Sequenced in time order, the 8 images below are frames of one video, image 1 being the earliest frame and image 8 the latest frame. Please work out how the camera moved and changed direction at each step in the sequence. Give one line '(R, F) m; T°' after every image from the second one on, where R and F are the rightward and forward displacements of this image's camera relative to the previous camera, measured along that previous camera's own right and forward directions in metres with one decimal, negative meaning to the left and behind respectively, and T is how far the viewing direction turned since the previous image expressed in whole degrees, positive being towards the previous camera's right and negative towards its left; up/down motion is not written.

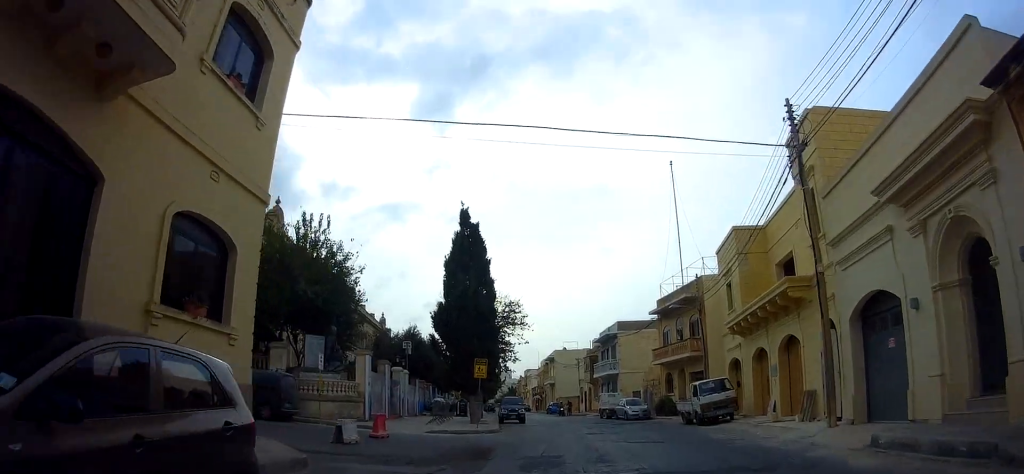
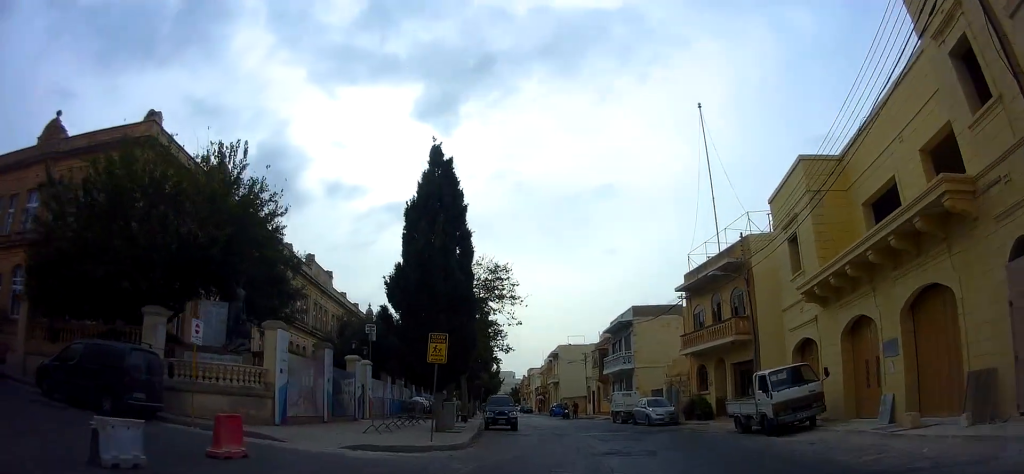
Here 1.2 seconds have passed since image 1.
(+0.2, +8.1) m; -1°
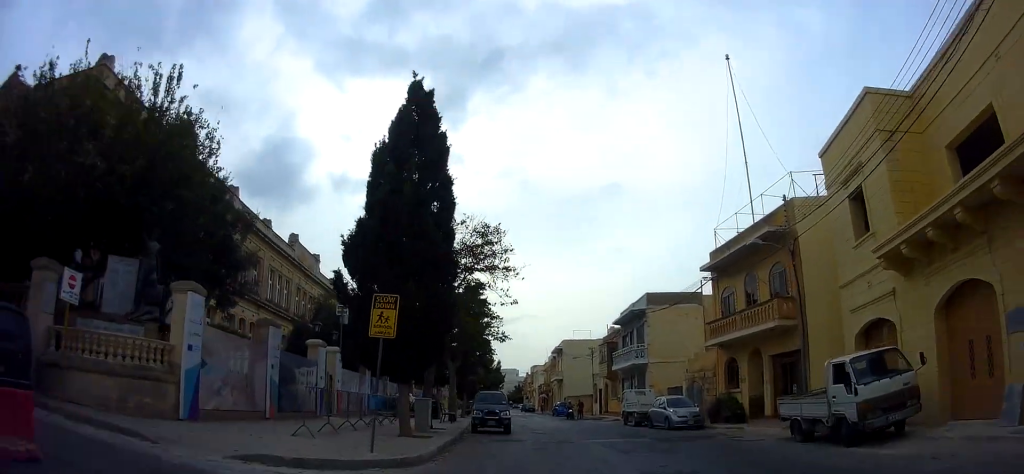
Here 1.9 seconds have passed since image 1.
(-0.3, +4.7) m; 0°
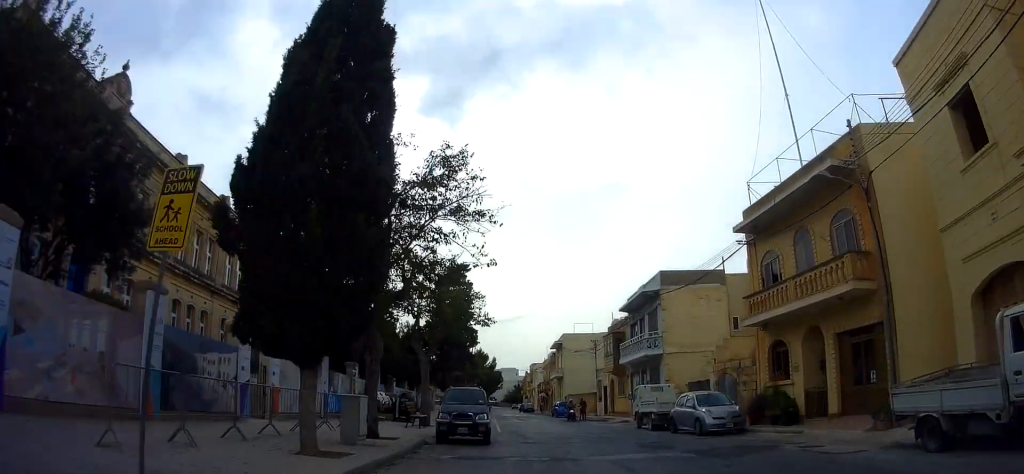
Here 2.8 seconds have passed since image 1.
(-0.1, +5.8) m; +3°
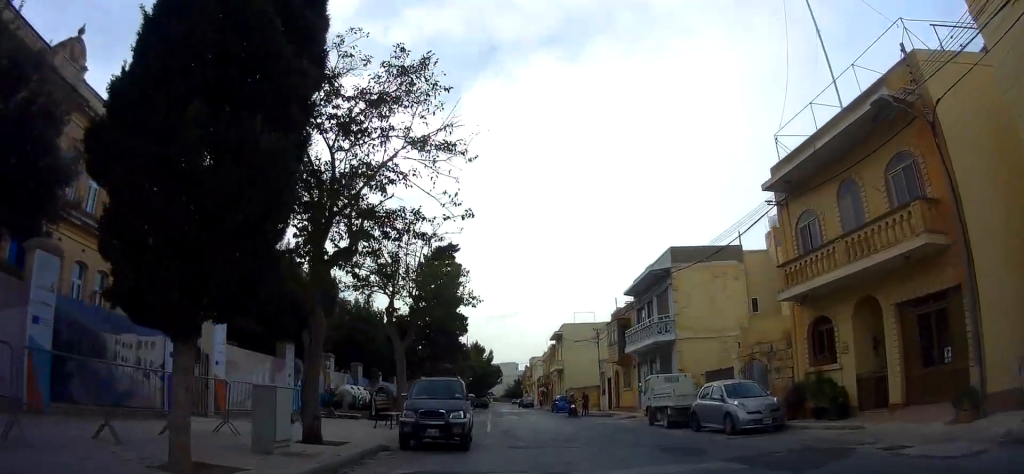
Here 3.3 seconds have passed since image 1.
(+0.3, +3.6) m; +3°
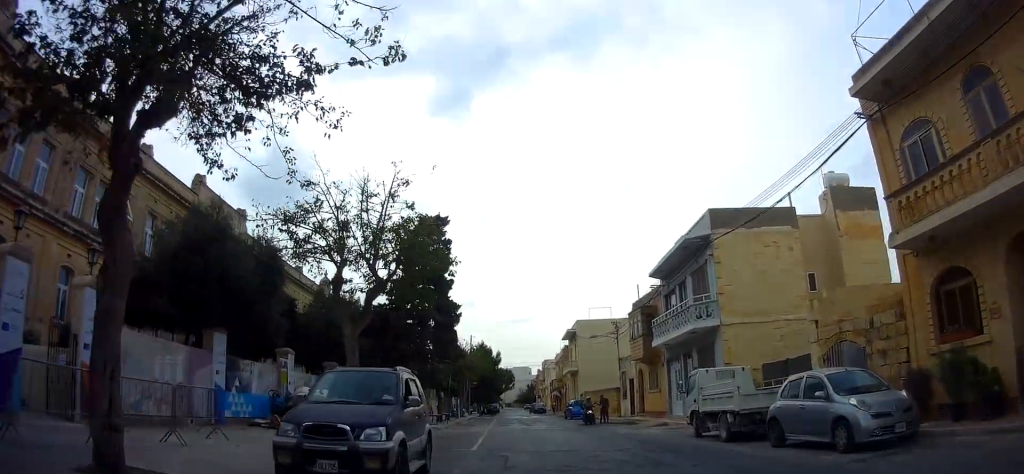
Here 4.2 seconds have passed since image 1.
(0.0, +6.0) m; -5°
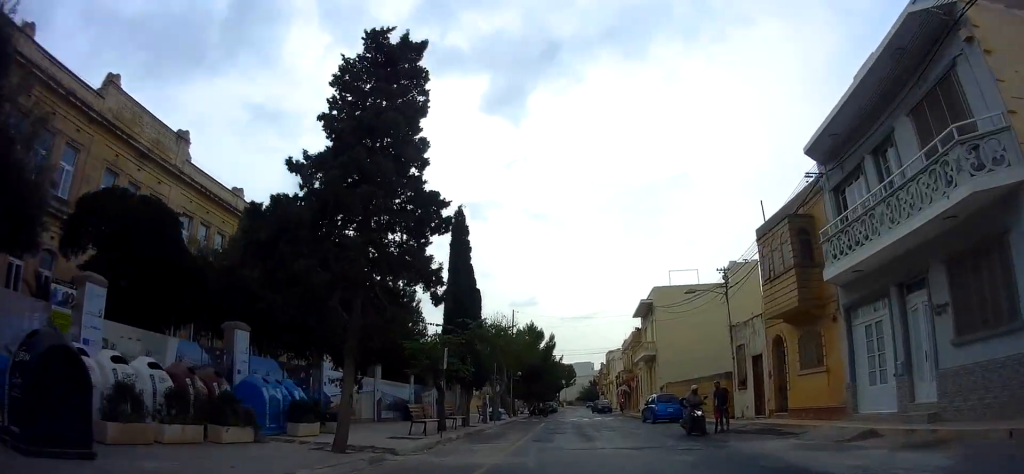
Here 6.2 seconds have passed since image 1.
(-1.0, +13.9) m; +1°
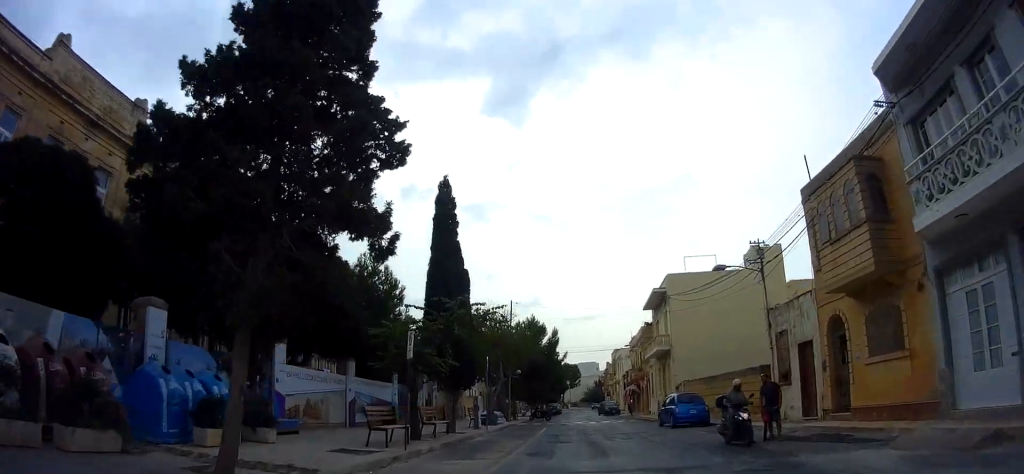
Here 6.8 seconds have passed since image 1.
(+0.2, +4.2) m; 0°
